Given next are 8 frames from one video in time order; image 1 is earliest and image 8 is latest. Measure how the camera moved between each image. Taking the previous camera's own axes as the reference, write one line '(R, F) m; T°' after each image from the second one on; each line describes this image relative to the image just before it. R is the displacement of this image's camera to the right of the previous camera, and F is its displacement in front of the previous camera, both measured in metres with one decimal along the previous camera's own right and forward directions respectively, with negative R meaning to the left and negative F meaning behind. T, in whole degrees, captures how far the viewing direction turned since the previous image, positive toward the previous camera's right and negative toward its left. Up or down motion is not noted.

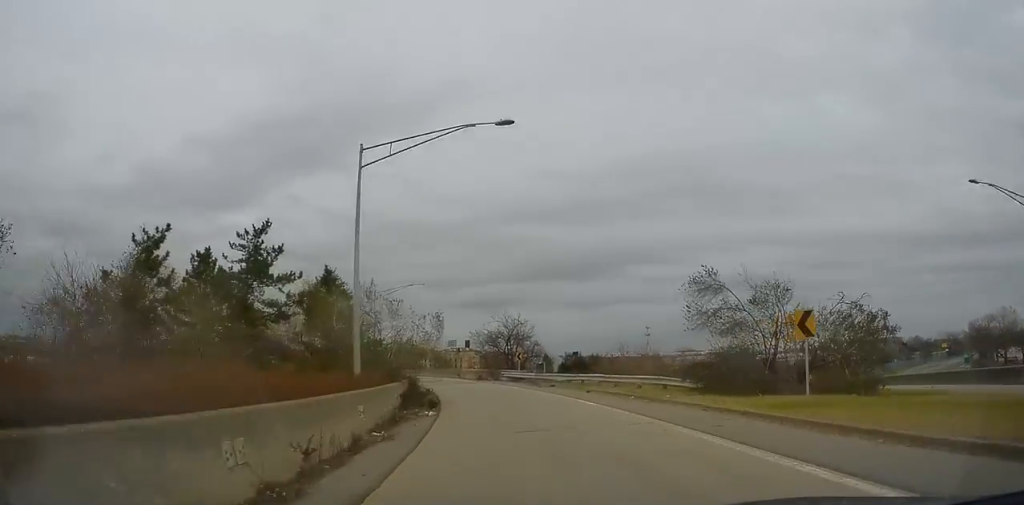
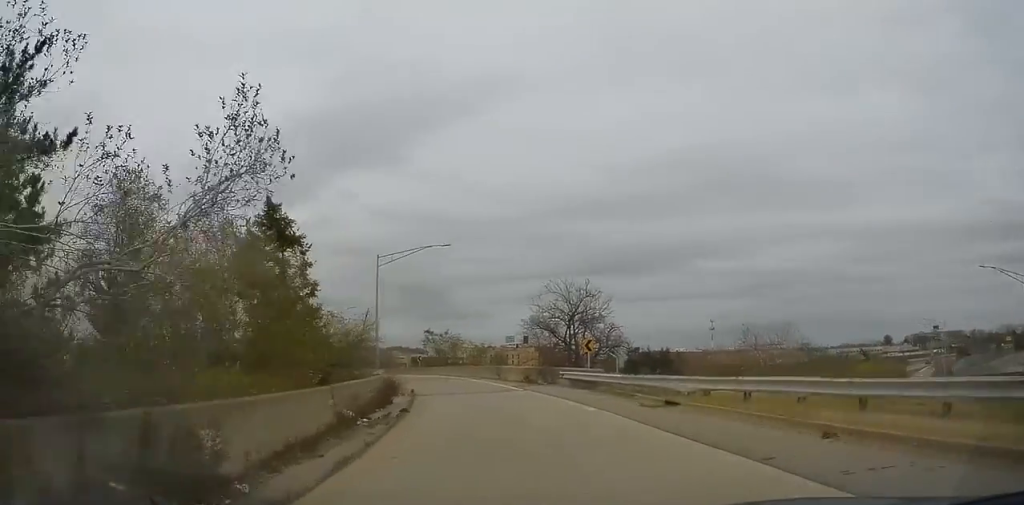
(-0.2, +18.9) m; -3°
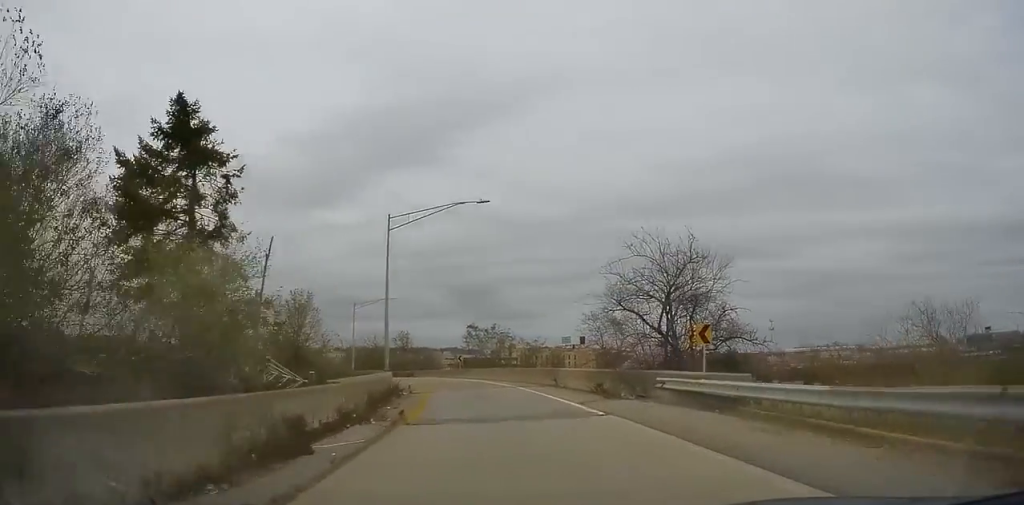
(-0.3, +11.9) m; -3°
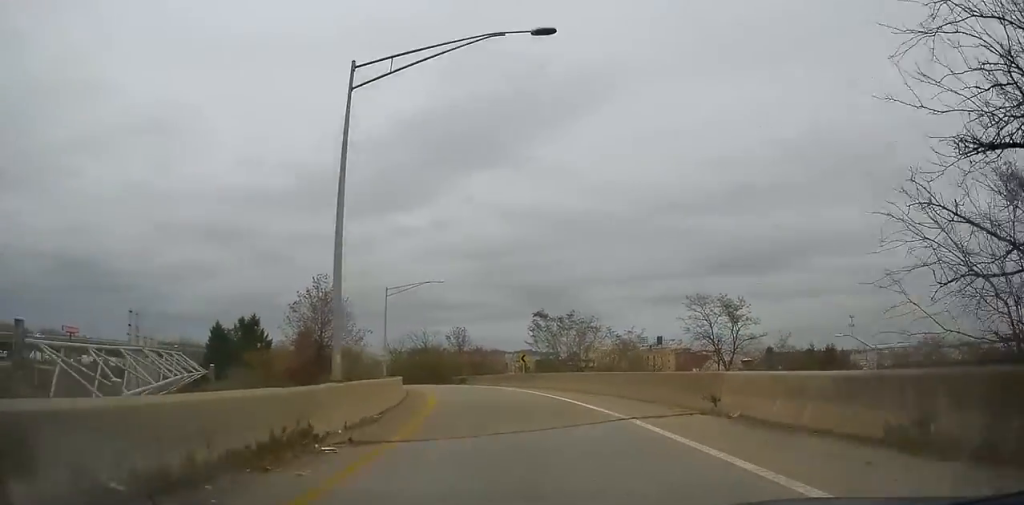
(-0.8, +16.6) m; -5°
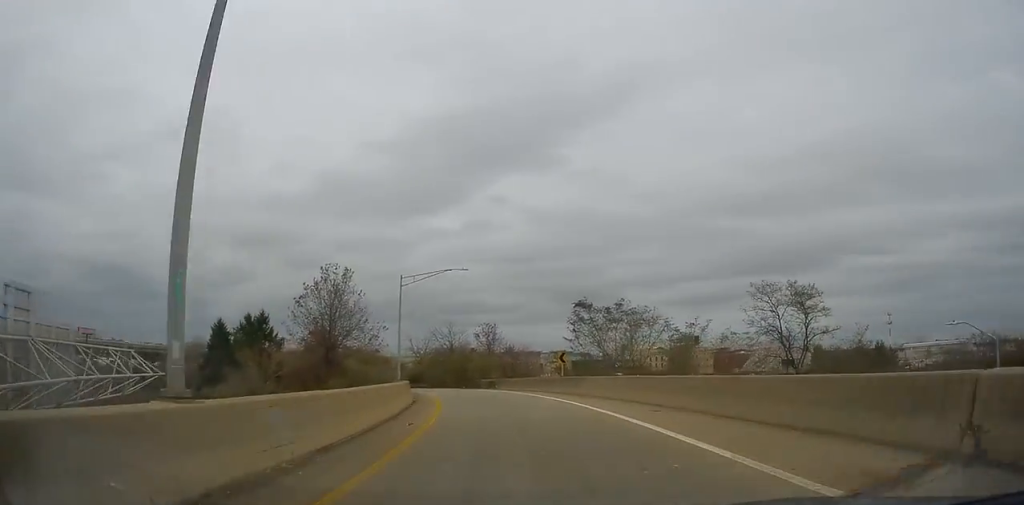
(-0.1, +7.7) m; -2°
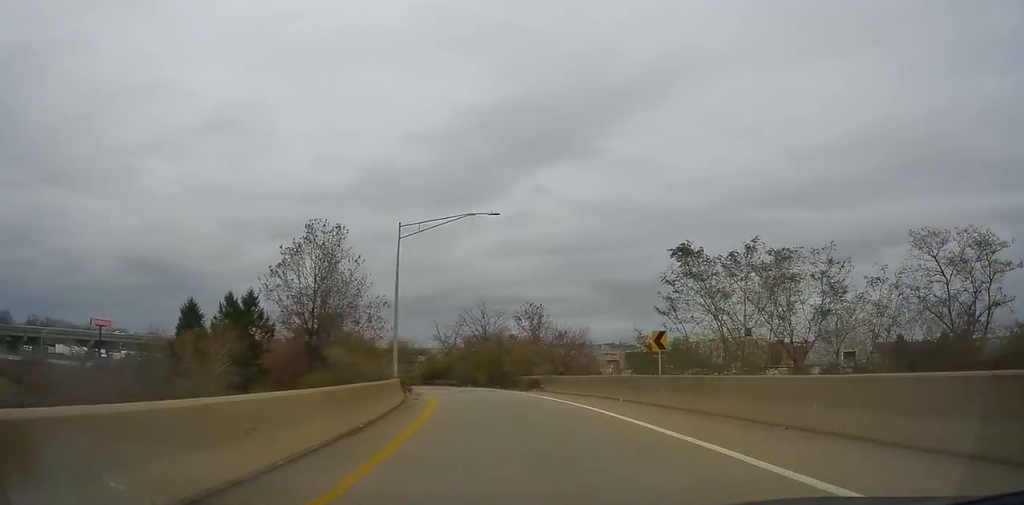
(-0.6, +15.1) m; -6°
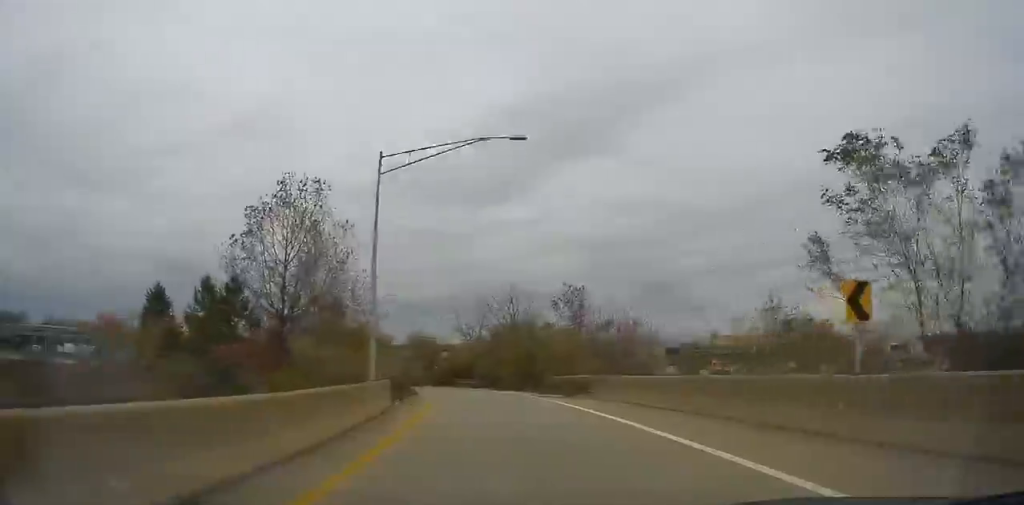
(-0.5, +10.1) m; -5°
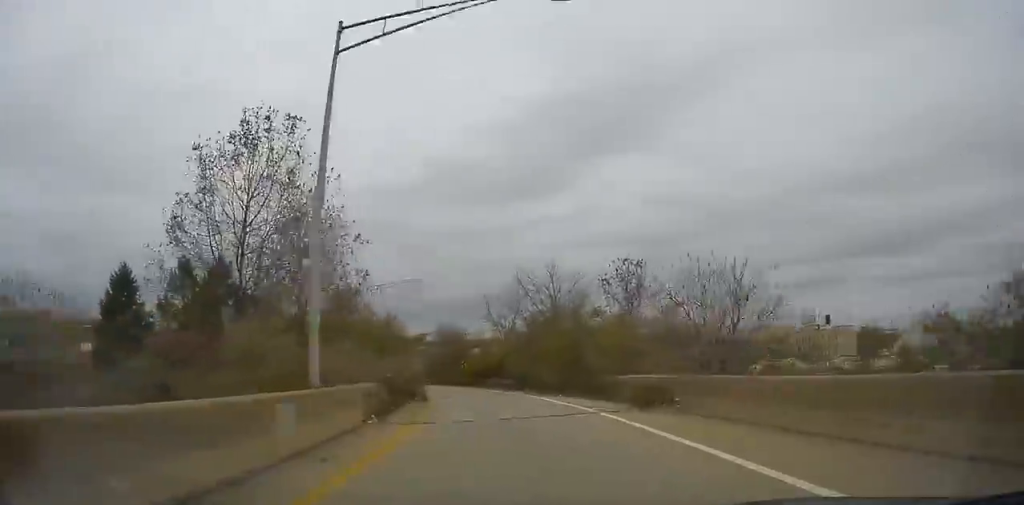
(-0.3, +8.6) m; -4°
